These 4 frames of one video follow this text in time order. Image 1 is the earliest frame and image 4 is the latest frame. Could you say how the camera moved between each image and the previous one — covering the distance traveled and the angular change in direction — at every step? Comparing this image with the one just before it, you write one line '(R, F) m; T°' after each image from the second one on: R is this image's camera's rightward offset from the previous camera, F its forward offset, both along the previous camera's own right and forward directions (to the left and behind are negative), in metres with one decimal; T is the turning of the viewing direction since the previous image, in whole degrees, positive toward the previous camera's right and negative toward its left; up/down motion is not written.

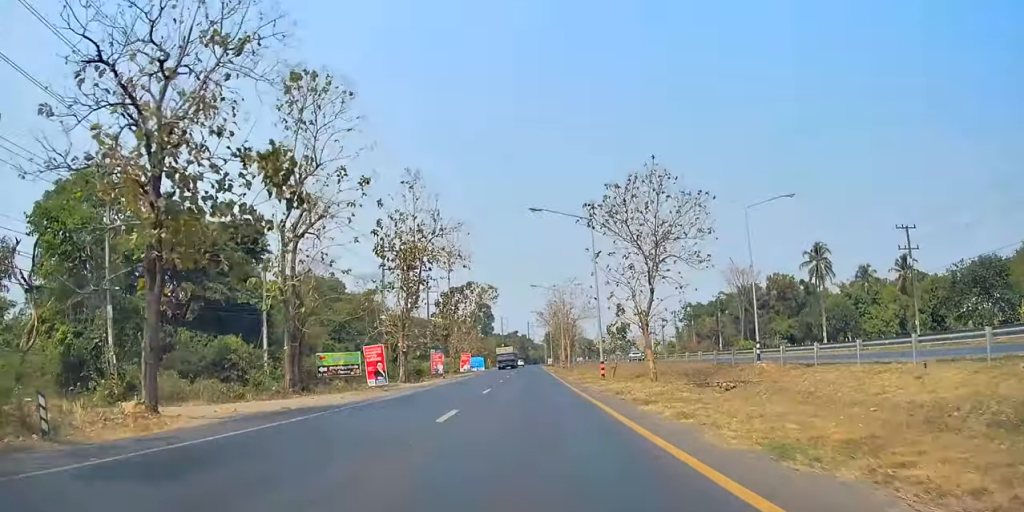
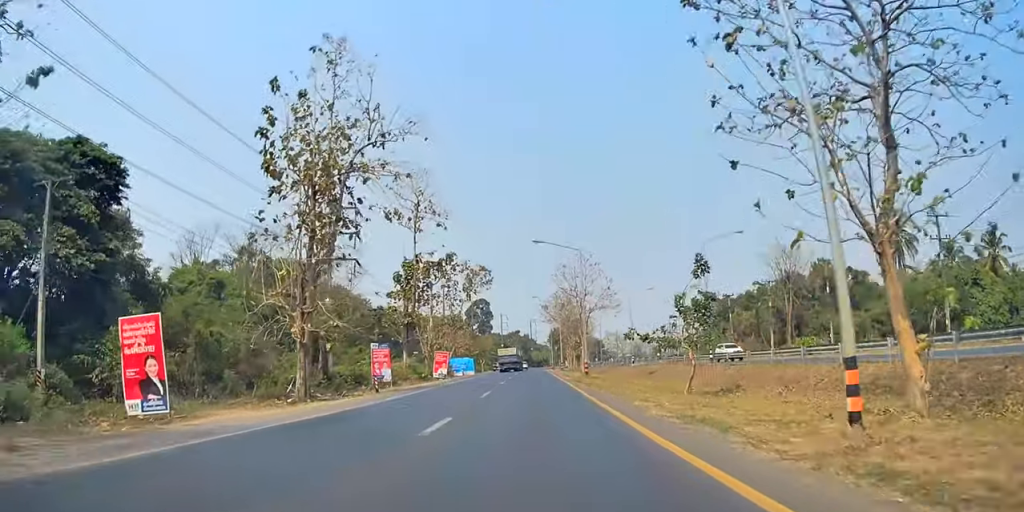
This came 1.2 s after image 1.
(-0.2, +26.1) m; 0°
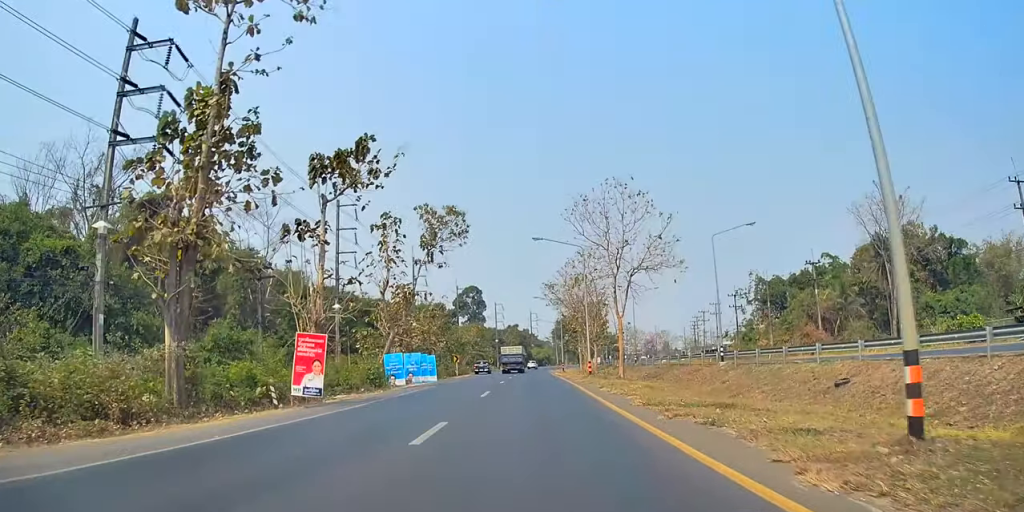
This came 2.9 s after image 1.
(0.0, +39.7) m; -1°
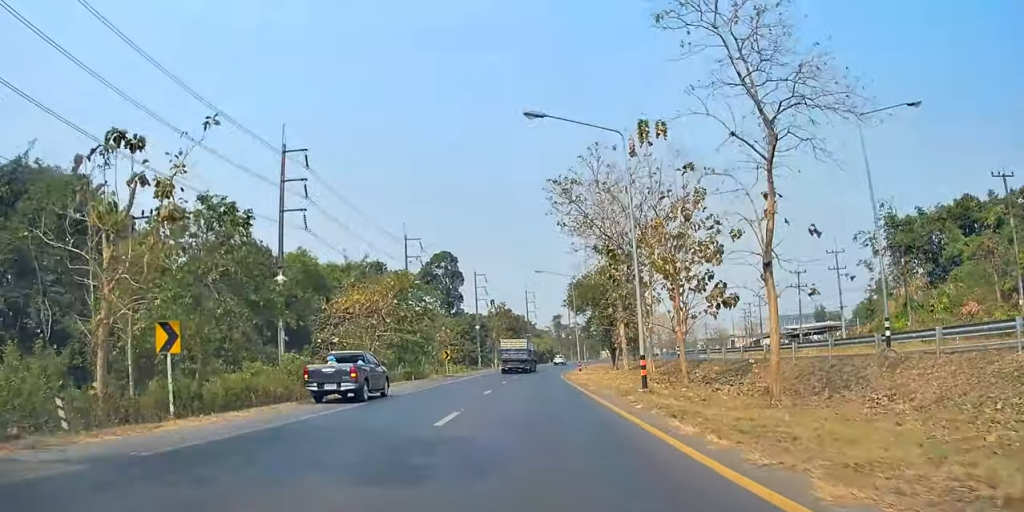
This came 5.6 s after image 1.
(-0.8, +59.1) m; 0°
